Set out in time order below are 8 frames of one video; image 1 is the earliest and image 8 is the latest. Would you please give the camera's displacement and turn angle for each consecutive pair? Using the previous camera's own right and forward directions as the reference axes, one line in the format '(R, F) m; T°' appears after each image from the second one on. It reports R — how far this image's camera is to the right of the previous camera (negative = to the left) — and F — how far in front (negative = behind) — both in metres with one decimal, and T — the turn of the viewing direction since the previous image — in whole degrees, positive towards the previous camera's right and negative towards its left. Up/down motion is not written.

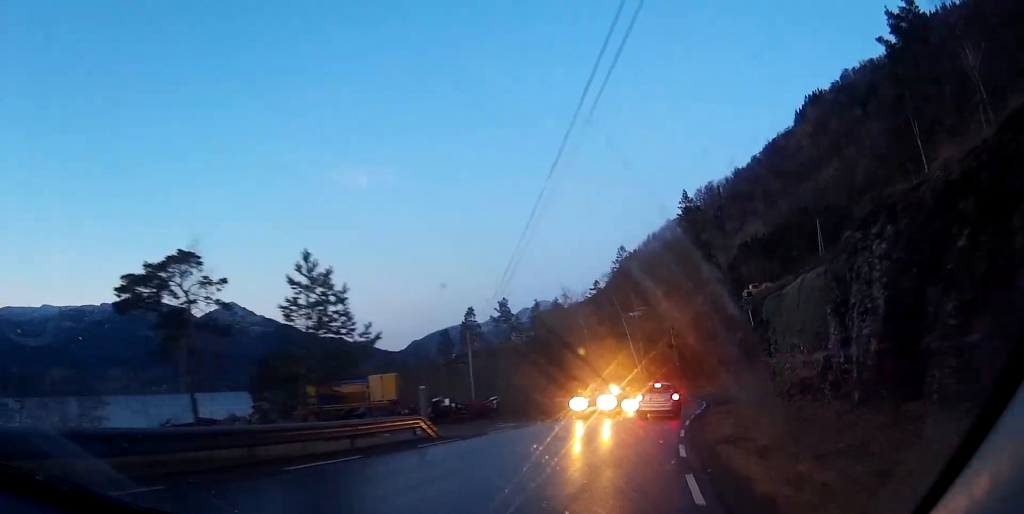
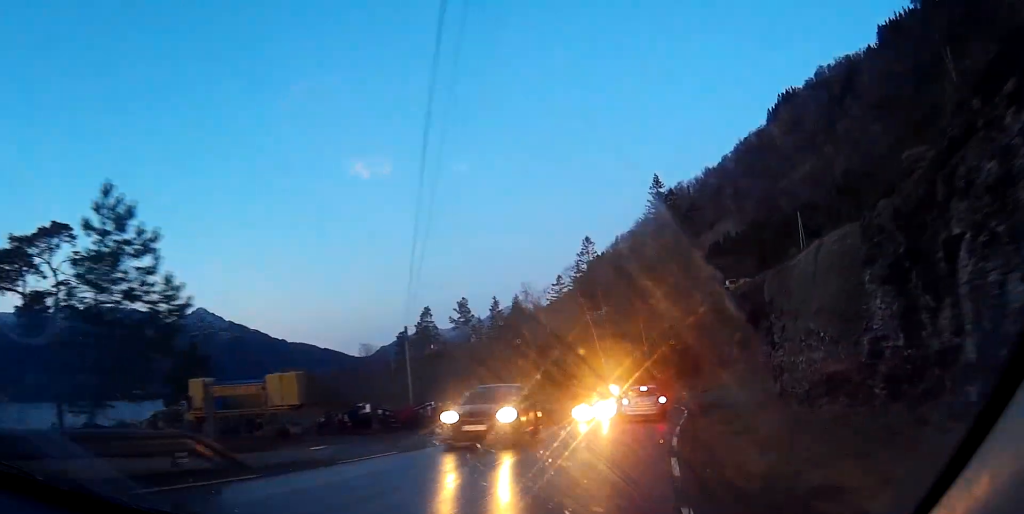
(-0.1, +9.5) m; +1°
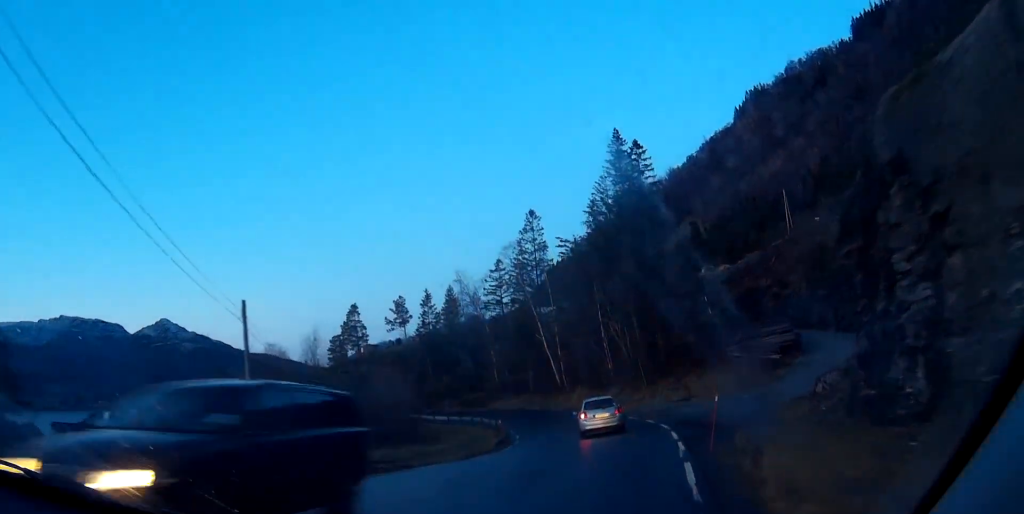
(+0.9, +19.3) m; +3°
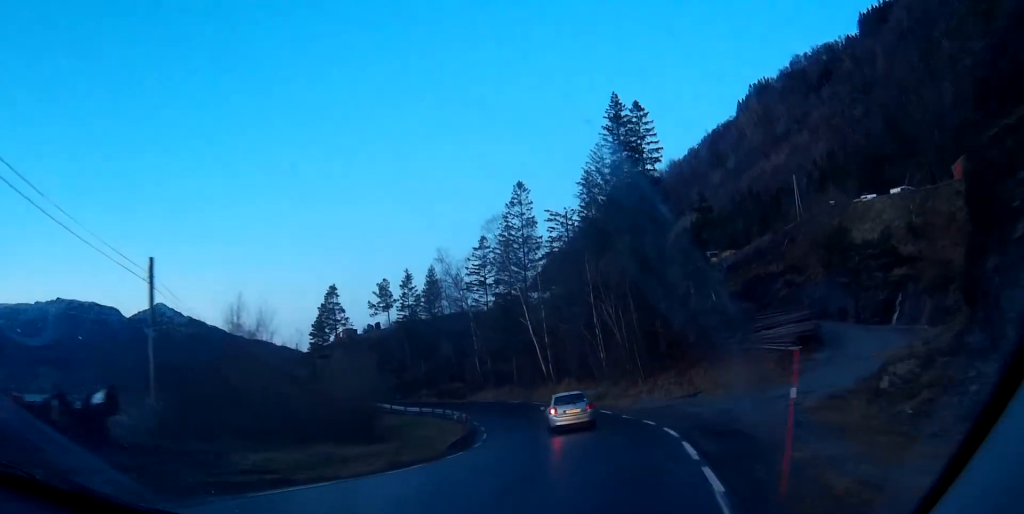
(+0.1, +7.8) m; 0°
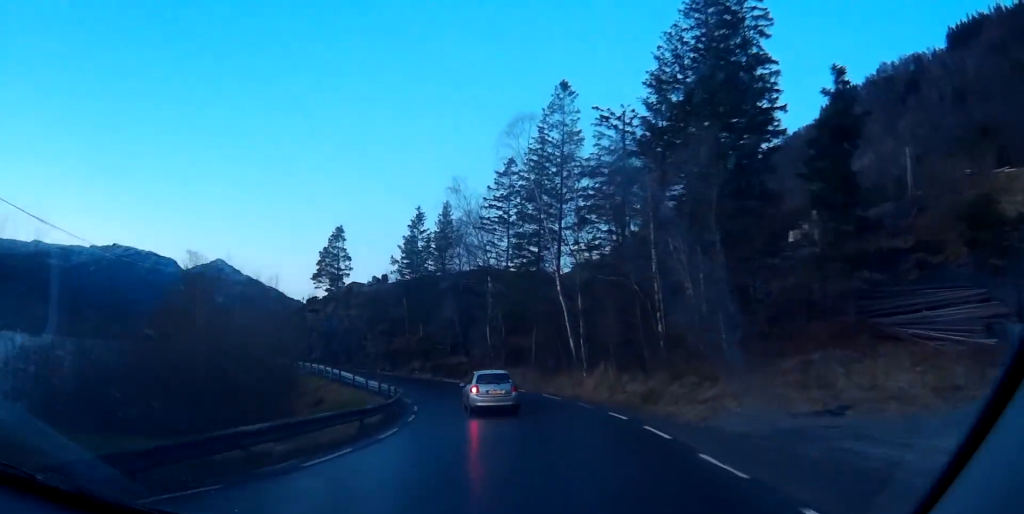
(-0.7, +21.7) m; -6°
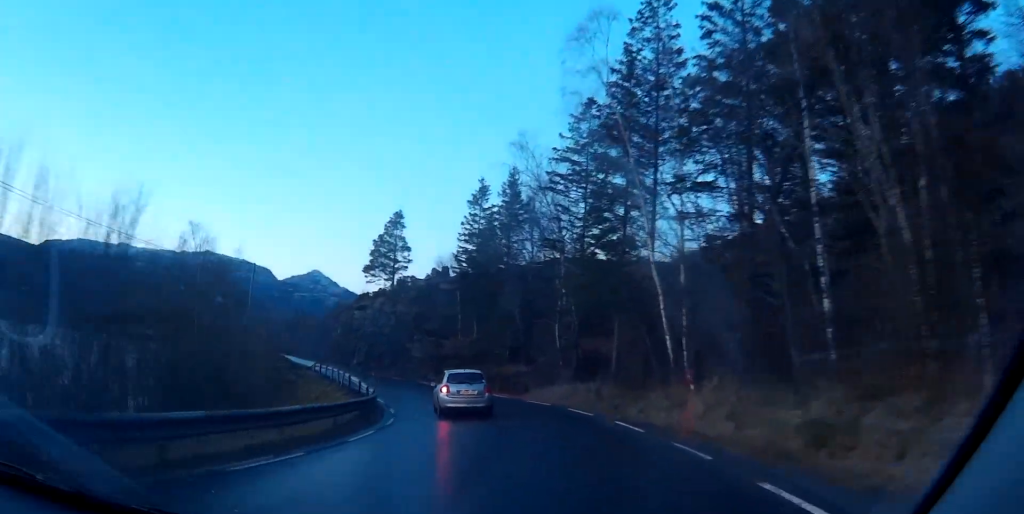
(-0.9, +14.8) m; -8°
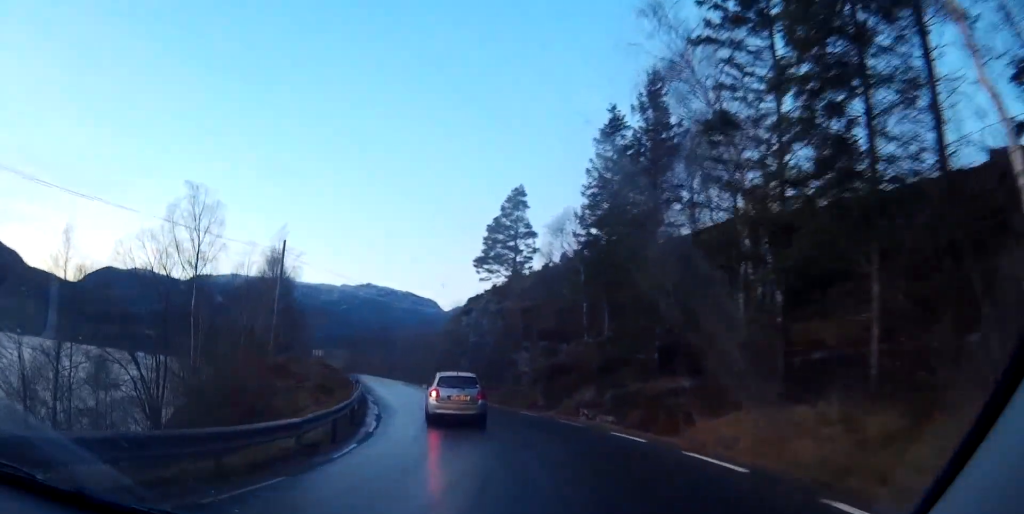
(-2.3, +19.2) m; -15°
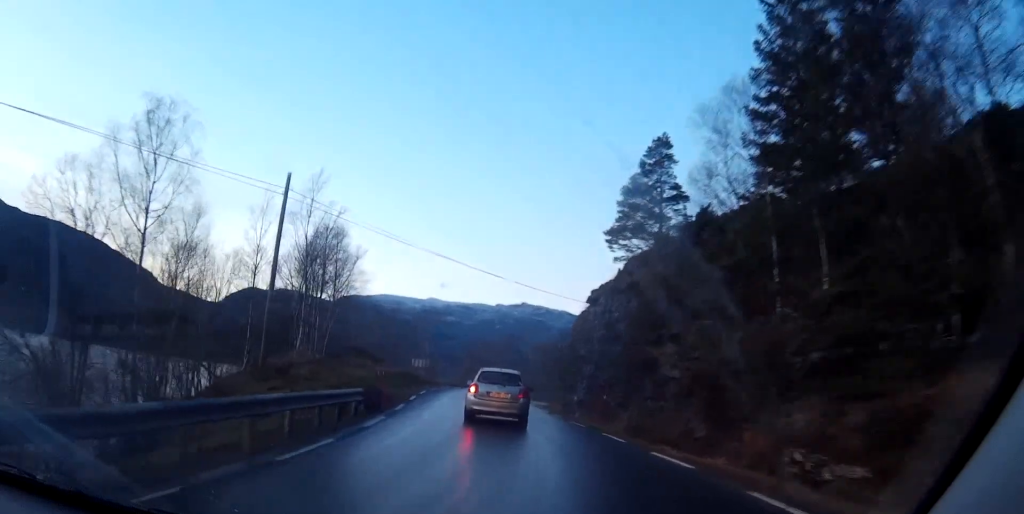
(-1.7, +15.6) m; -11°
